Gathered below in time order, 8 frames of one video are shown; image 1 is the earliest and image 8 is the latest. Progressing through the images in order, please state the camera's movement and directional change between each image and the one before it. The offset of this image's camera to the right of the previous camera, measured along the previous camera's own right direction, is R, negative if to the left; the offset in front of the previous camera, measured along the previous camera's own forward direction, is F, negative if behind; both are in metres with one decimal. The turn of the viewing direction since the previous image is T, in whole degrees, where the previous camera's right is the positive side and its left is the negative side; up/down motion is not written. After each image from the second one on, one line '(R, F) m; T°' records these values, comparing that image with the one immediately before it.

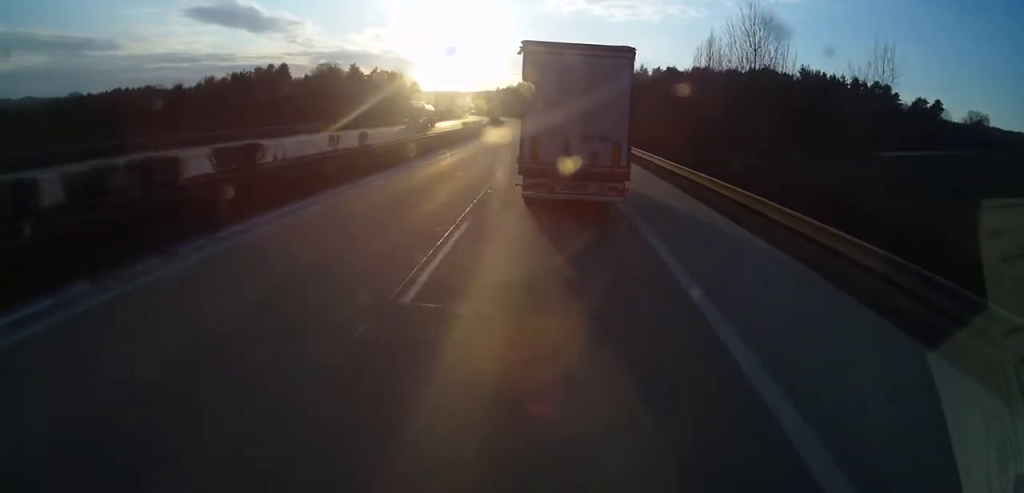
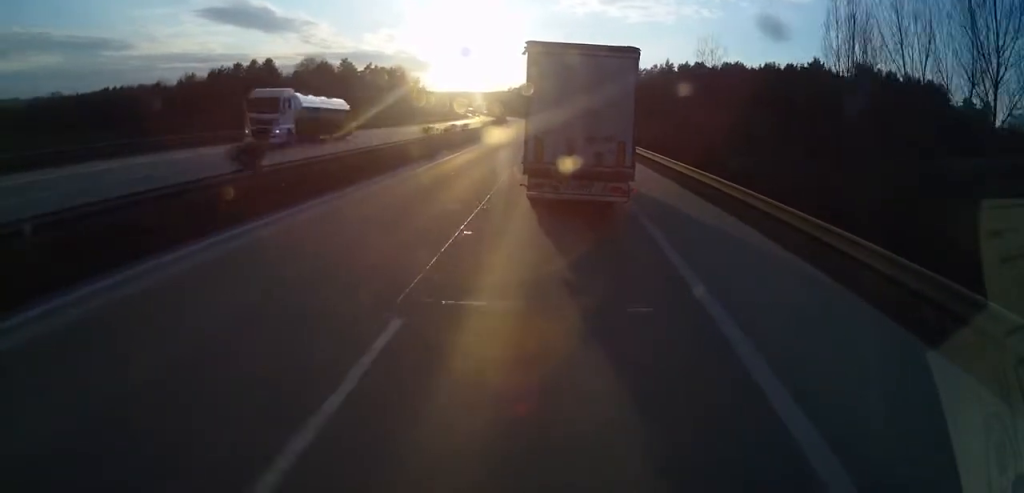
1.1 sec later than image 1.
(-0.3, +24.9) m; 0°
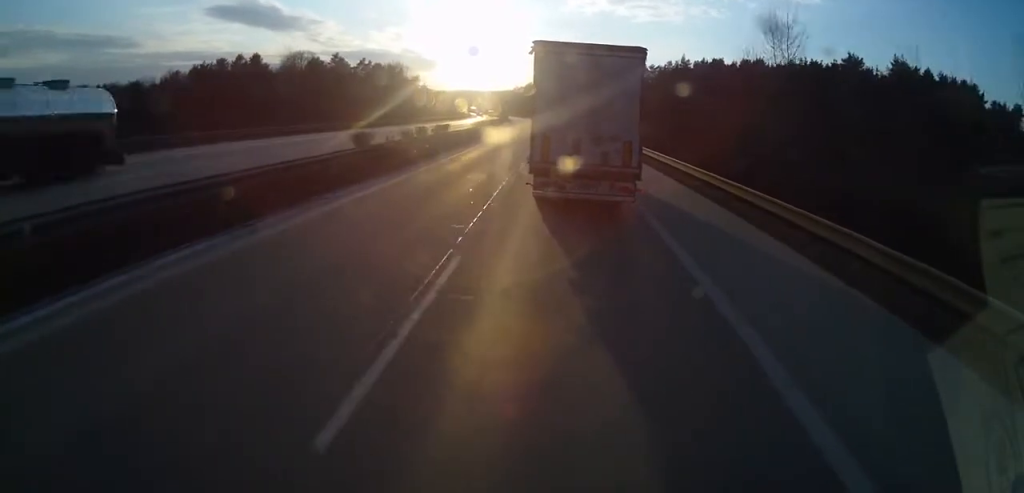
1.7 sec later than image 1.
(+0.4, +14.8) m; -1°
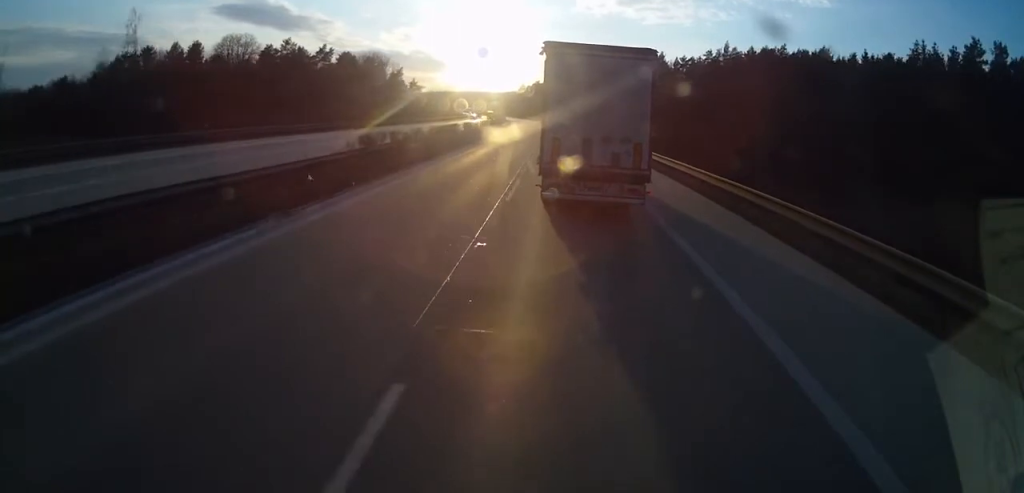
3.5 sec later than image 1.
(-1.1, +41.3) m; -1°
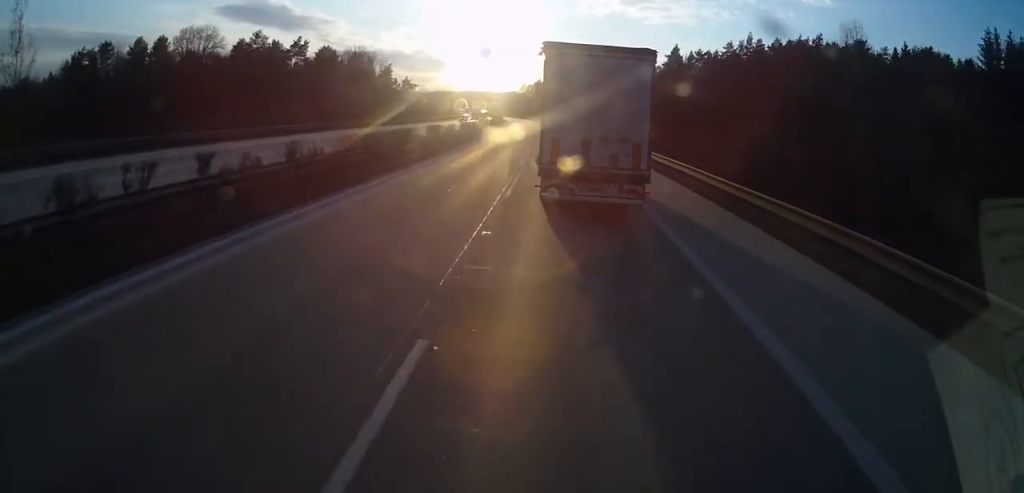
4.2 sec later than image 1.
(+0.1, +17.1) m; 0°
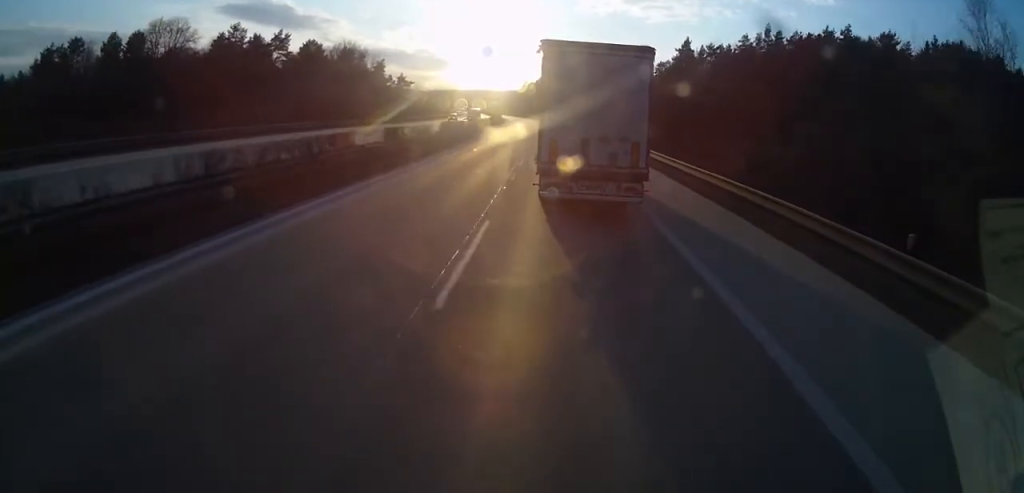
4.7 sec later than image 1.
(+0.1, +10.9) m; -1°
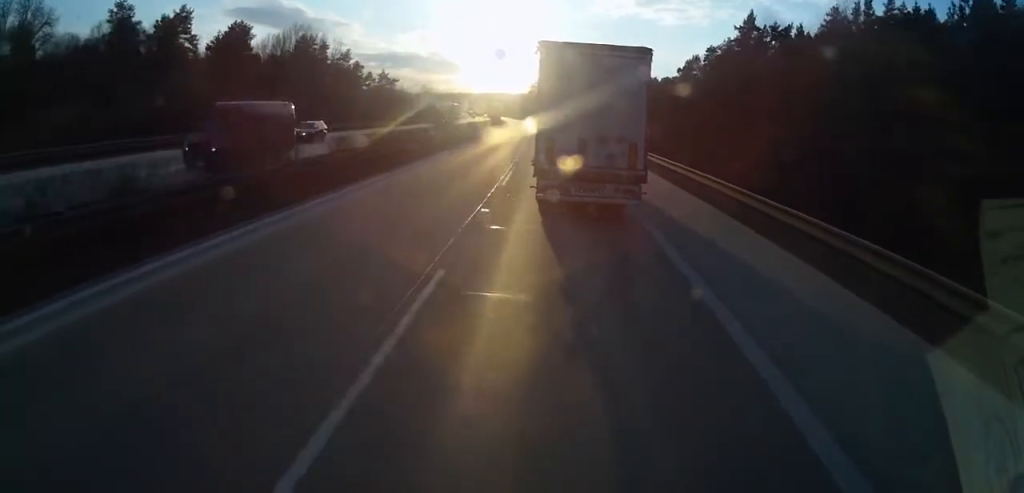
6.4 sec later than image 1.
(-0.9, +40.5) m; -1°
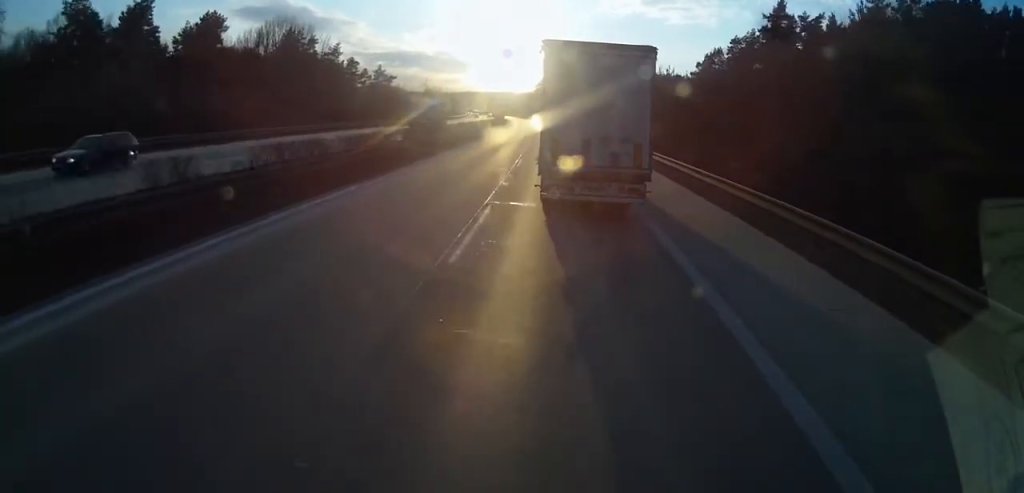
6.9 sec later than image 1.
(-0.1, +11.7) m; 0°
